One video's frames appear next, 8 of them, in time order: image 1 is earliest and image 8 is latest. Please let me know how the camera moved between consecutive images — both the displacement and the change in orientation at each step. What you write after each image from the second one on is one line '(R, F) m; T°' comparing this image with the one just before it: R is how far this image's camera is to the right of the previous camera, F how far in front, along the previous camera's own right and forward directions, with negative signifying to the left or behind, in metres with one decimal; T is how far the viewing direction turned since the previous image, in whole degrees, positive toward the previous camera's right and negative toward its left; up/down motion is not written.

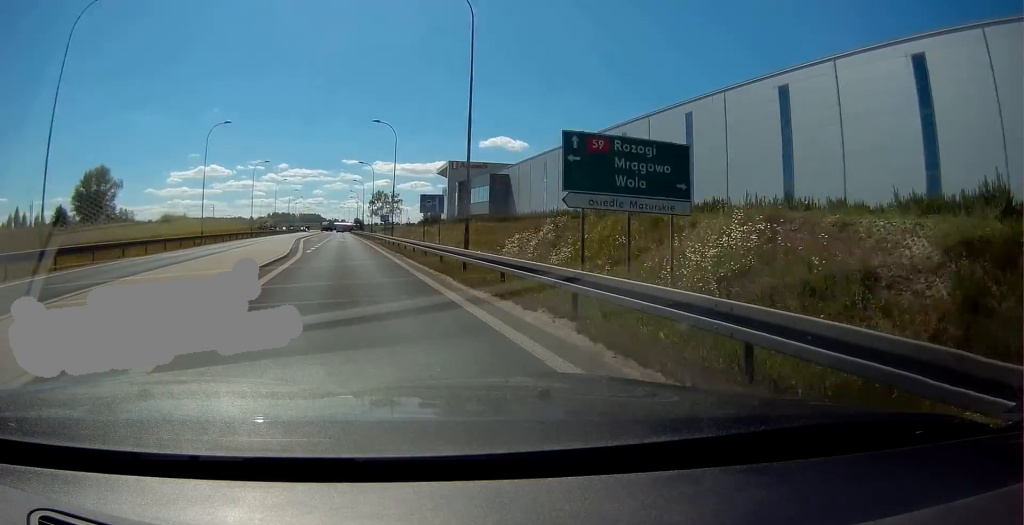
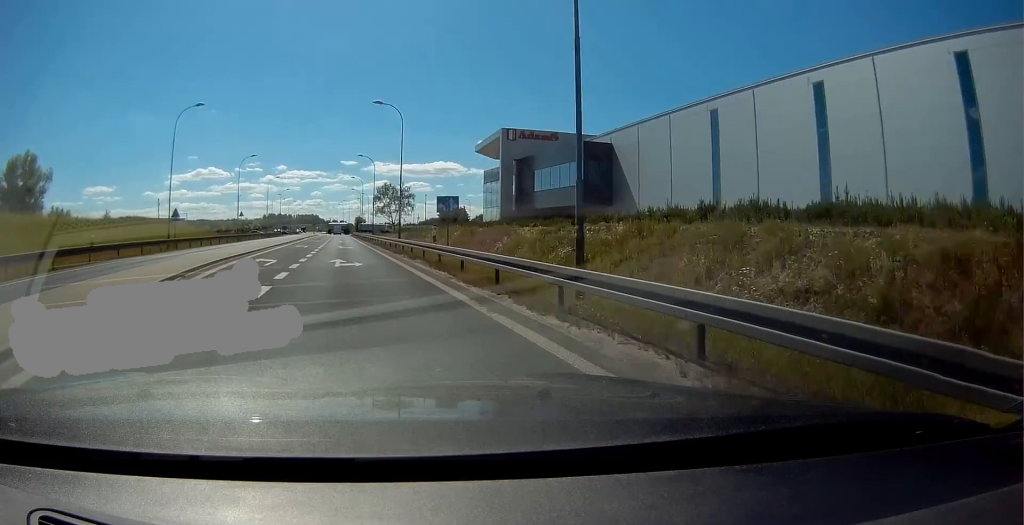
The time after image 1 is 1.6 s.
(0.0, +39.1) m; +1°
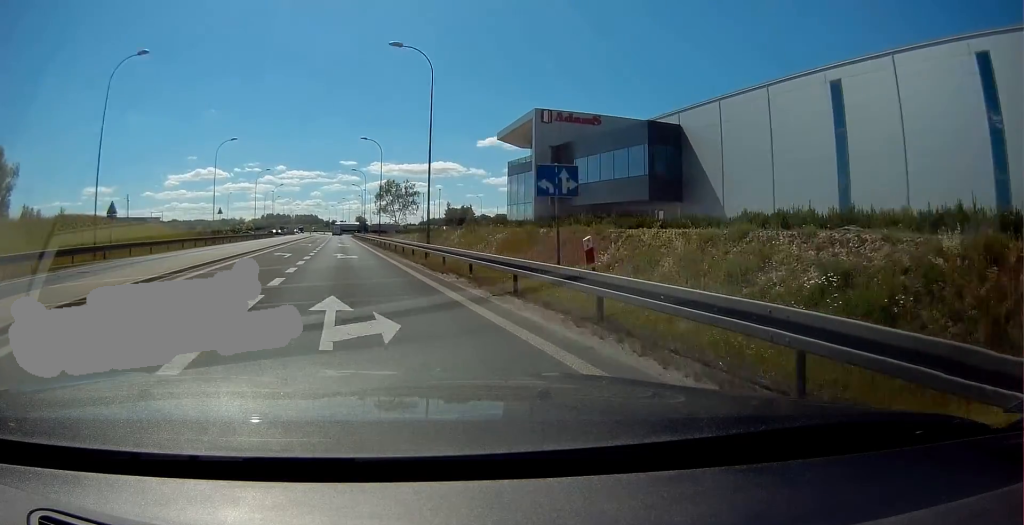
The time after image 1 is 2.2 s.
(+0.2, +13.5) m; 0°
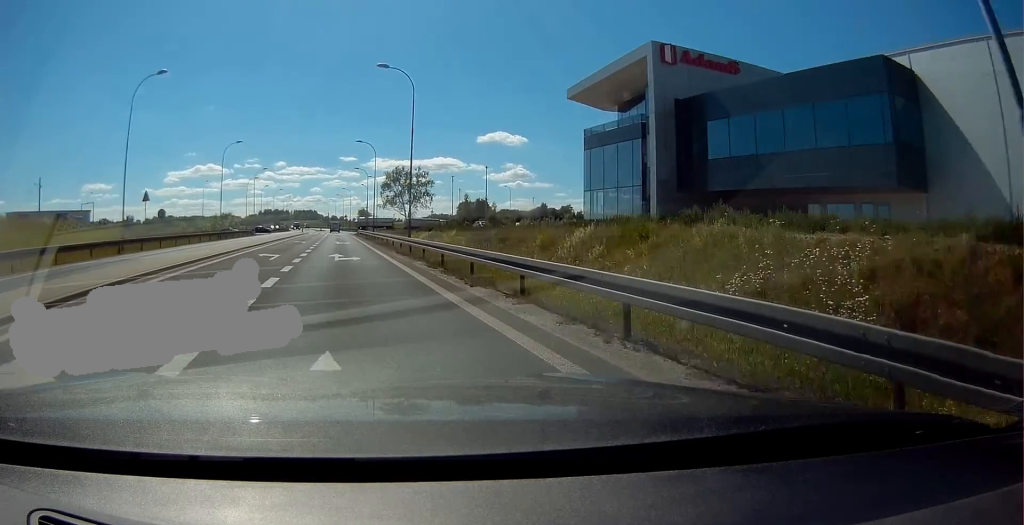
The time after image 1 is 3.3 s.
(0.0, +25.2) m; 0°
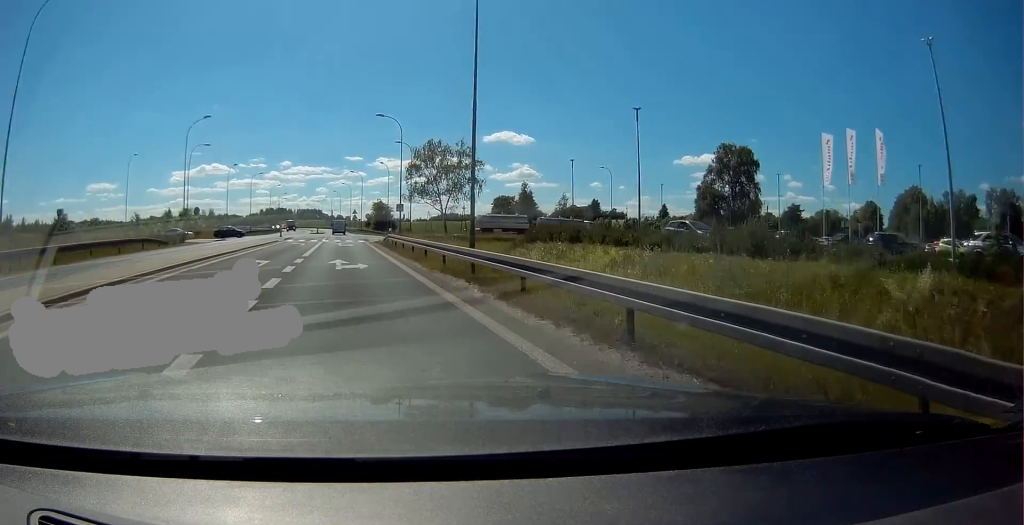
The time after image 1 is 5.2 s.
(-0.1, +44.6) m; 0°
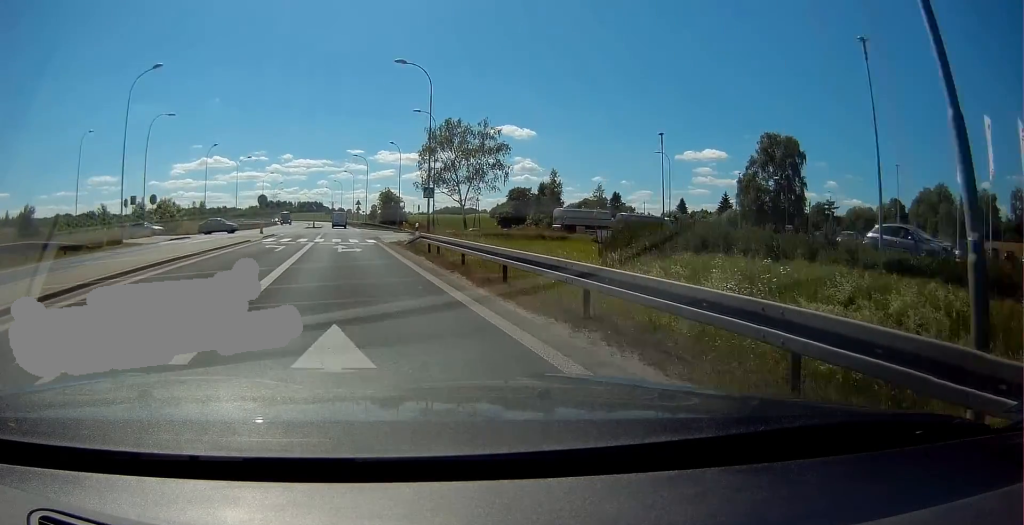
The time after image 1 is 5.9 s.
(-0.1, +14.9) m; 0°
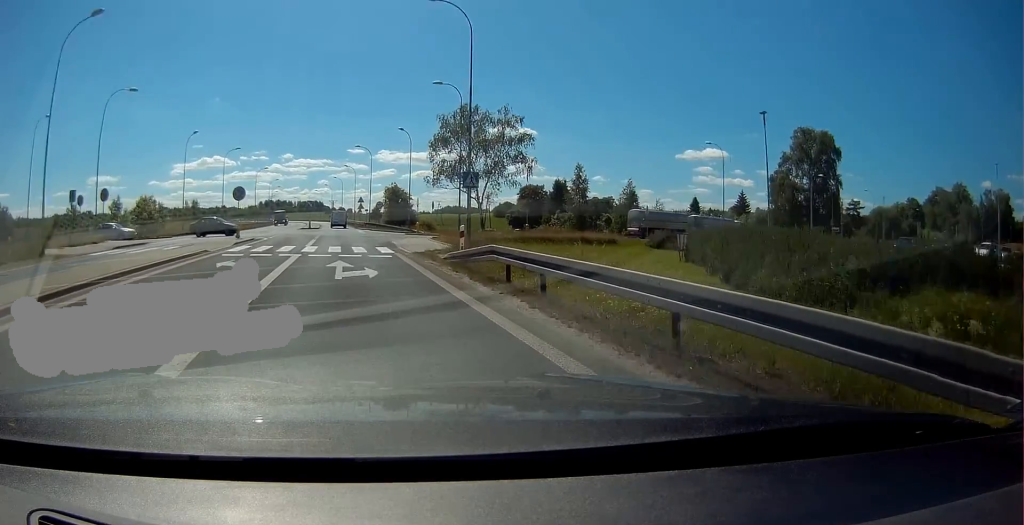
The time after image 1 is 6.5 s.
(+0.1, +10.6) m; 0°
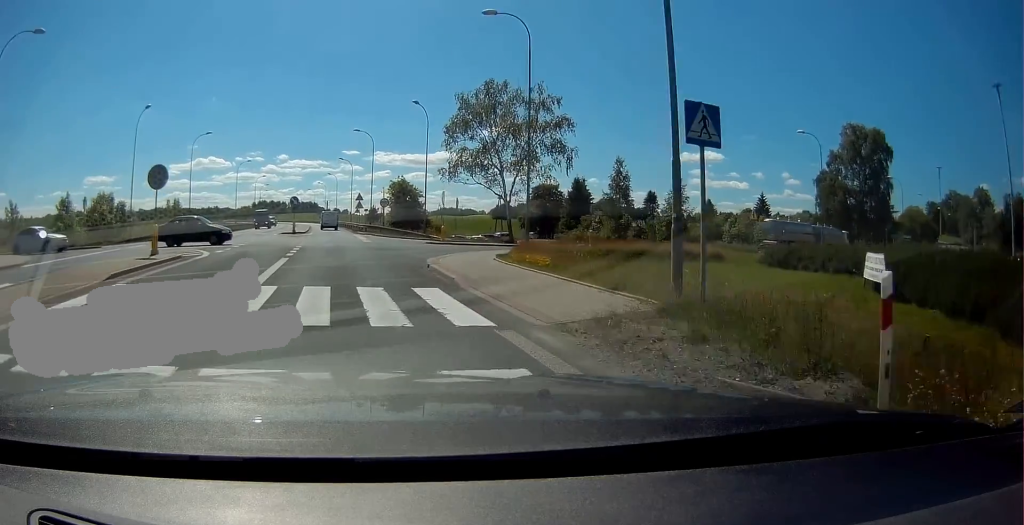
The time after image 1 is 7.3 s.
(-0.1, +15.3) m; 0°
